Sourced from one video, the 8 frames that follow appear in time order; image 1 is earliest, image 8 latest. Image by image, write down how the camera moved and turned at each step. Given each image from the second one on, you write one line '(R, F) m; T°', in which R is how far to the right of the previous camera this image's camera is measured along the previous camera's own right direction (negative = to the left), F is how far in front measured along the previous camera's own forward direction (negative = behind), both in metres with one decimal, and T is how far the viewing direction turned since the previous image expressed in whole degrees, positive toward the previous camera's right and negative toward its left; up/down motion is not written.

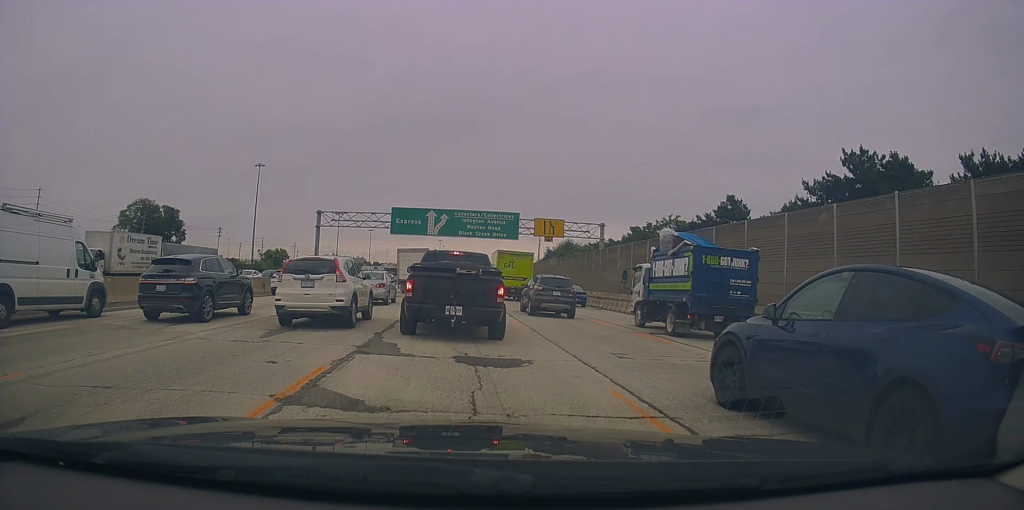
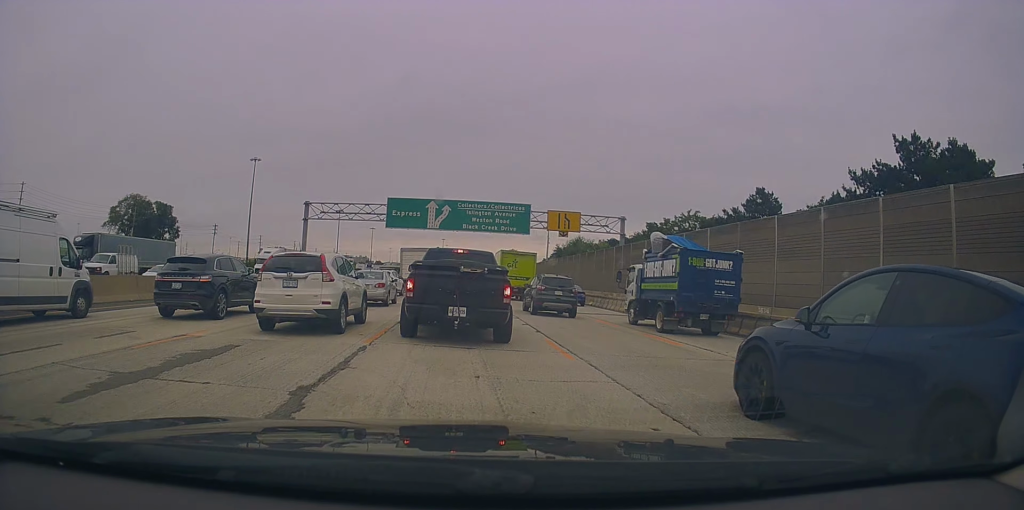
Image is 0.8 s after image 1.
(-0.1, +6.2) m; +1°
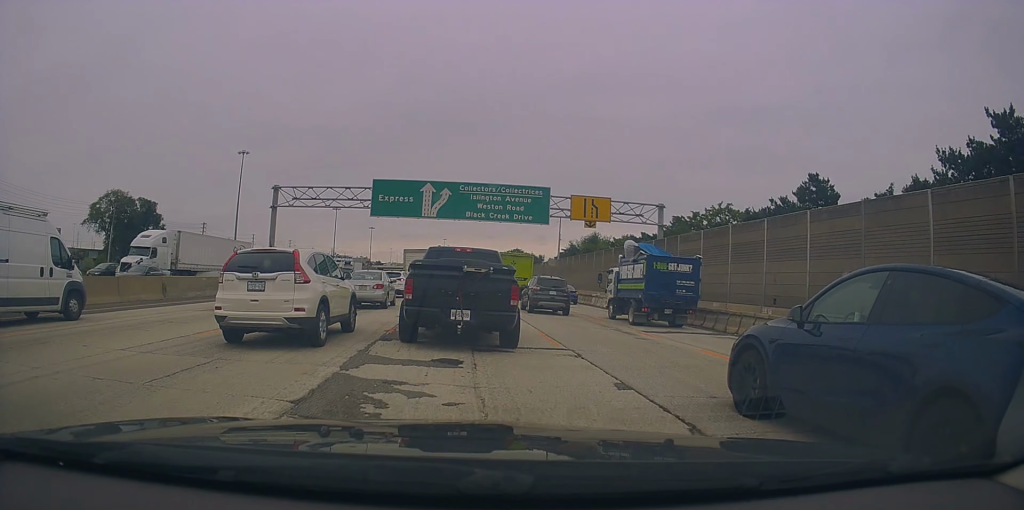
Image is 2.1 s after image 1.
(+0.2, +9.9) m; -2°
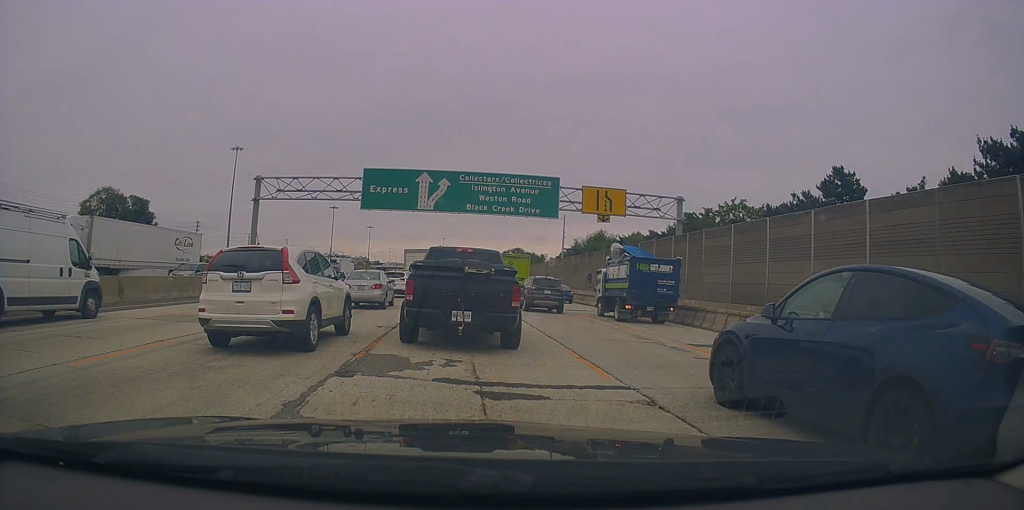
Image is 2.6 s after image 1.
(0.0, +4.1) m; -2°
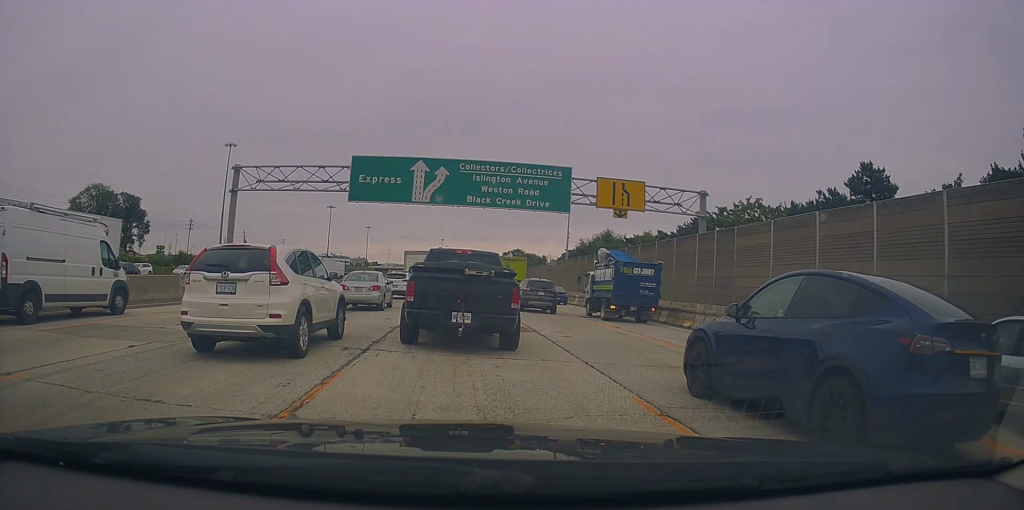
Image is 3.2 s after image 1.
(-0.4, +4.1) m; 0°
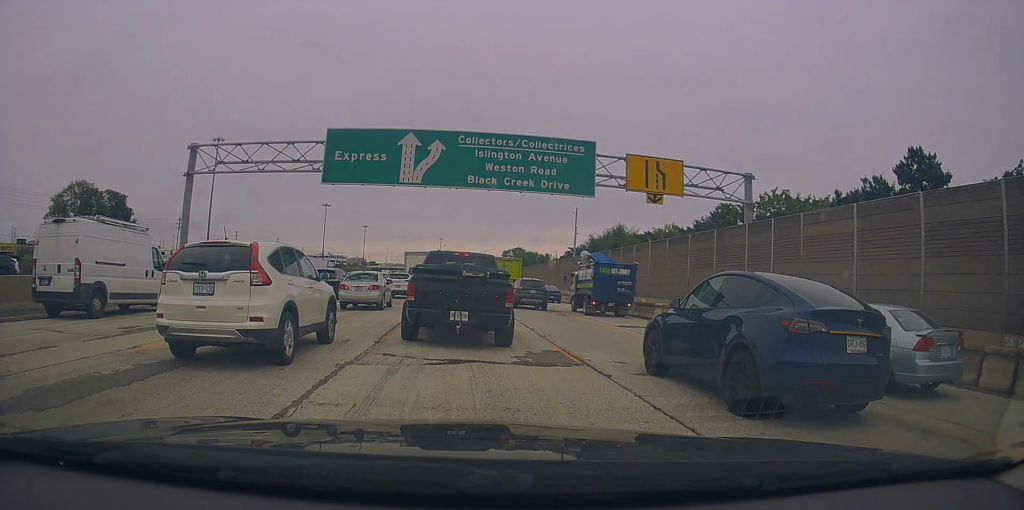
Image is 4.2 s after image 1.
(+0.3, +6.3) m; +2°
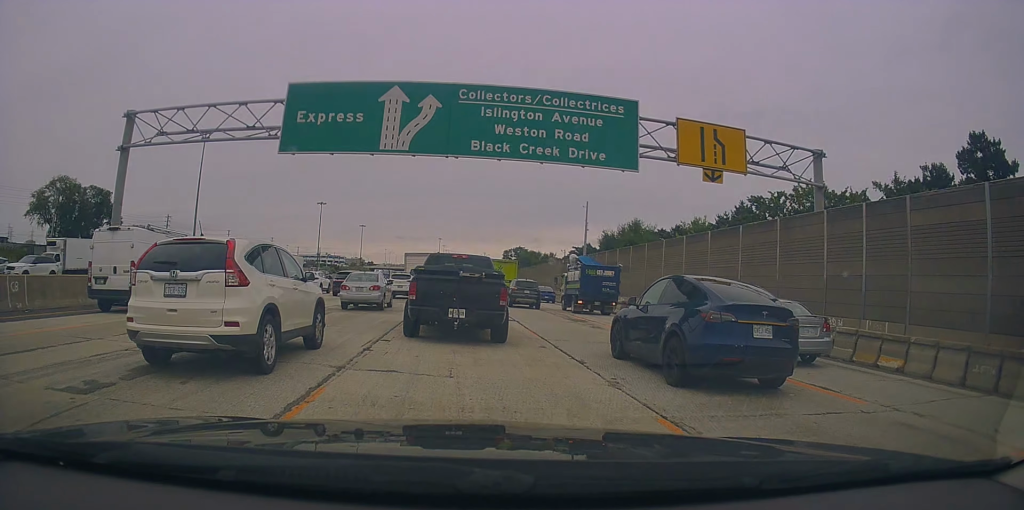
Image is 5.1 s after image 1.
(0.0, +6.8) m; -1°
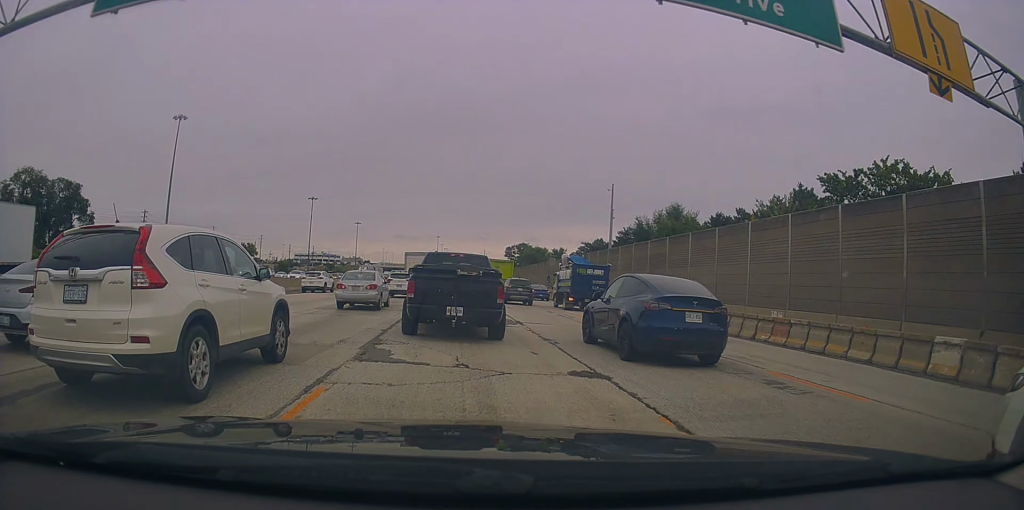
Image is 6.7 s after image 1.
(0.0, +11.6) m; +1°
